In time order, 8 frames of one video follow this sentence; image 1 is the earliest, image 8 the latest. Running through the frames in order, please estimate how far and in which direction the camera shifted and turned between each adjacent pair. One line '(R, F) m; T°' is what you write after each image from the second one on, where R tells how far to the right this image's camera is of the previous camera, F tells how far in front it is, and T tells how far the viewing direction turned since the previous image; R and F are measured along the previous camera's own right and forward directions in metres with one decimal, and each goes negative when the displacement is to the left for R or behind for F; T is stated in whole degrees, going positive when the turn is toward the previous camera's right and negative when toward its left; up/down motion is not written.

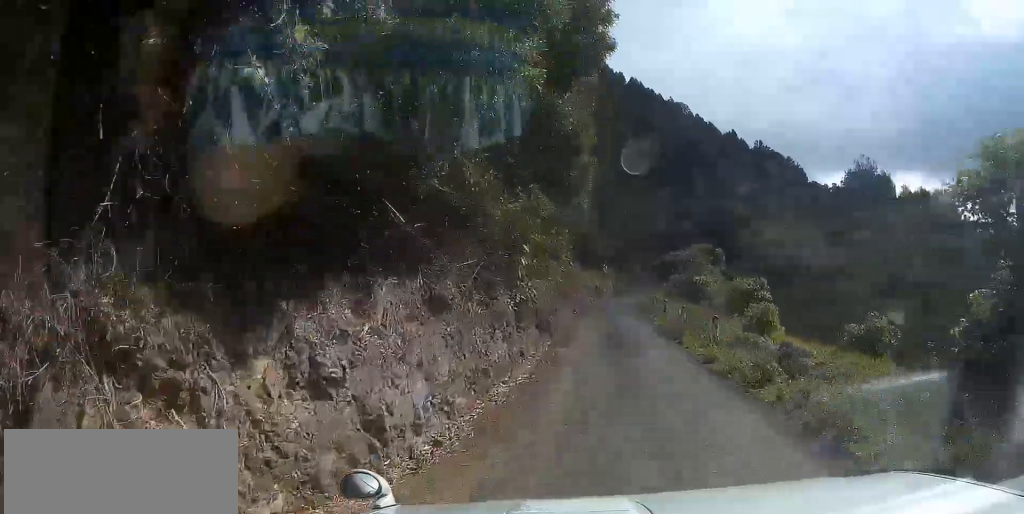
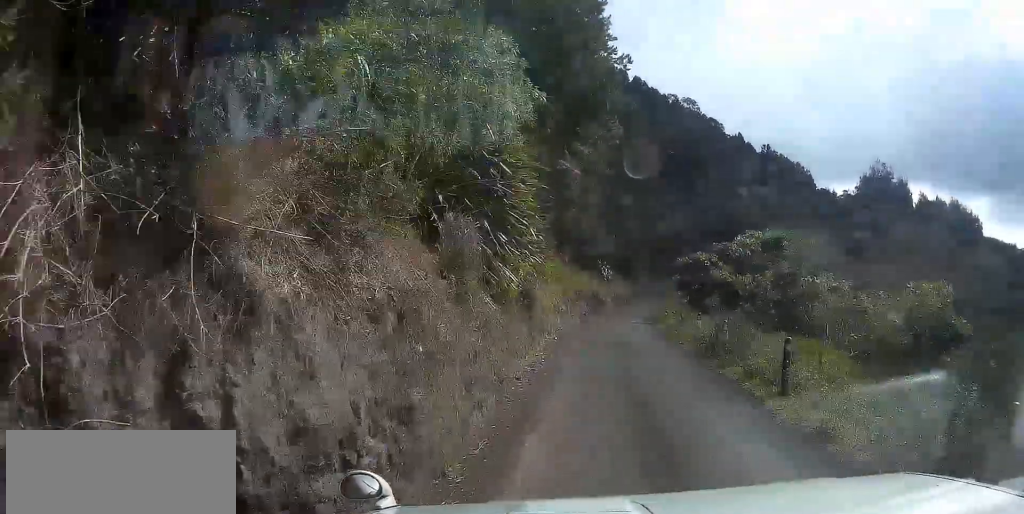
(+0.6, +14.4) m; +3°
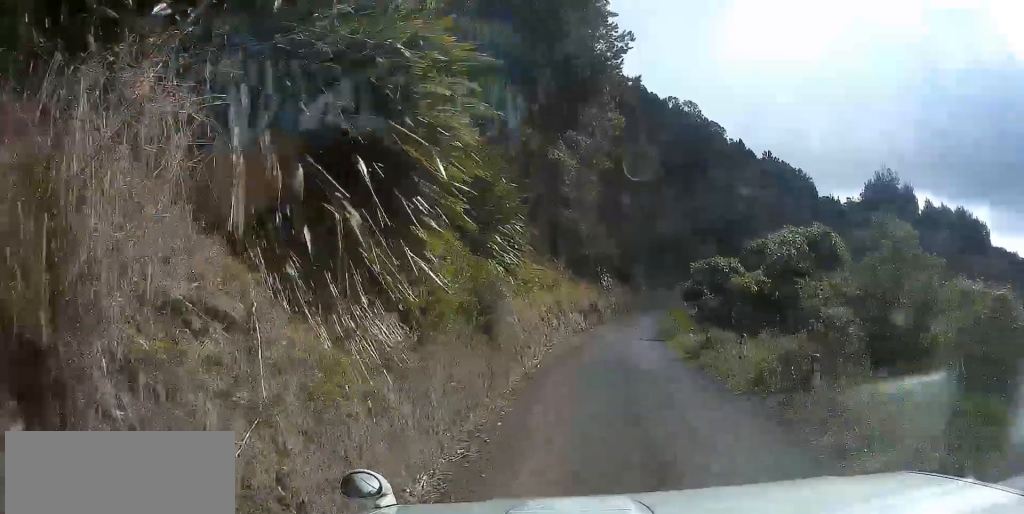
(0.0, +5.9) m; 0°
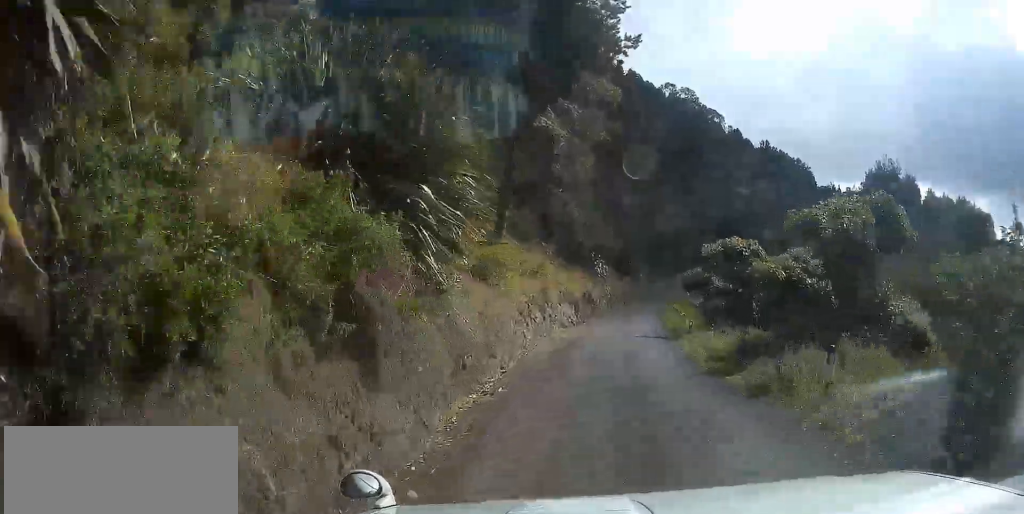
(-0.1, +5.3) m; 0°
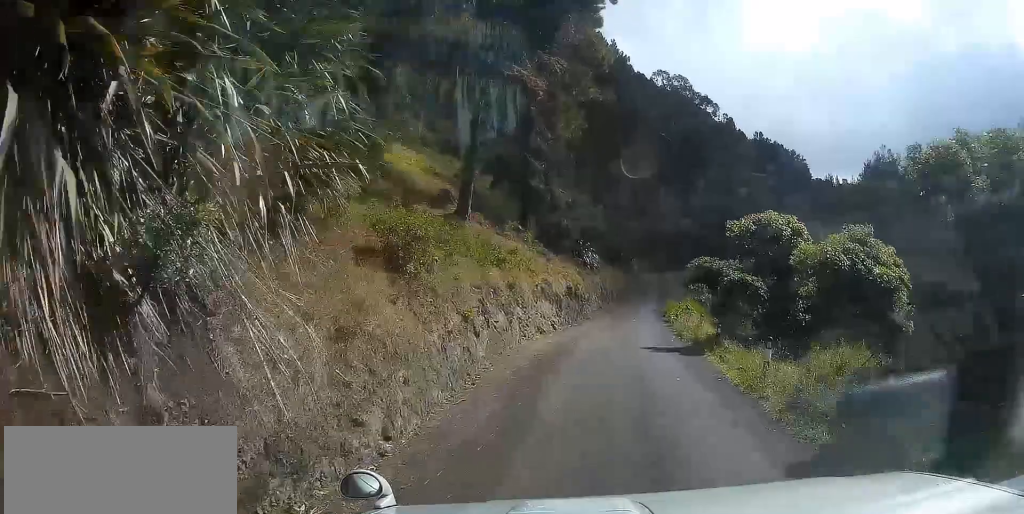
(+0.1, +6.9) m; +1°
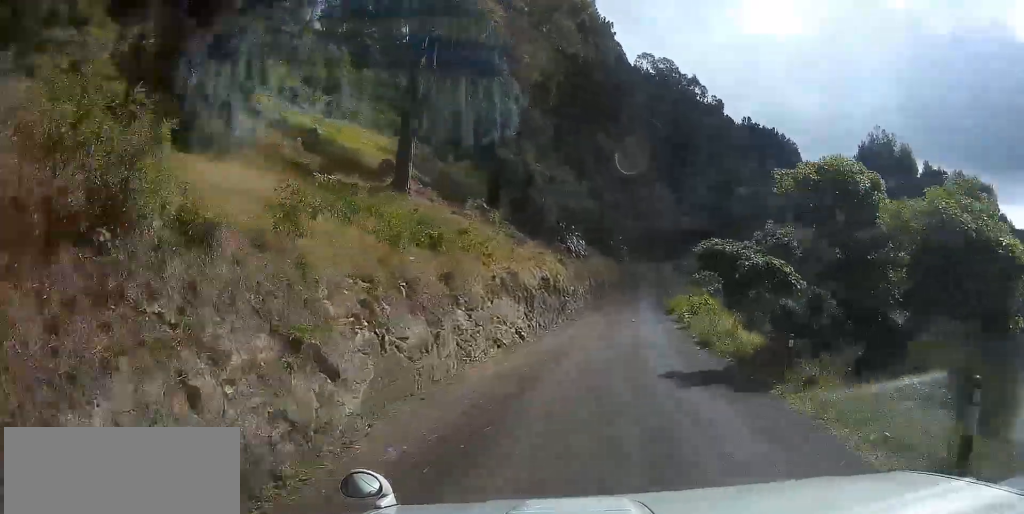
(+0.1, +6.8) m; +1°
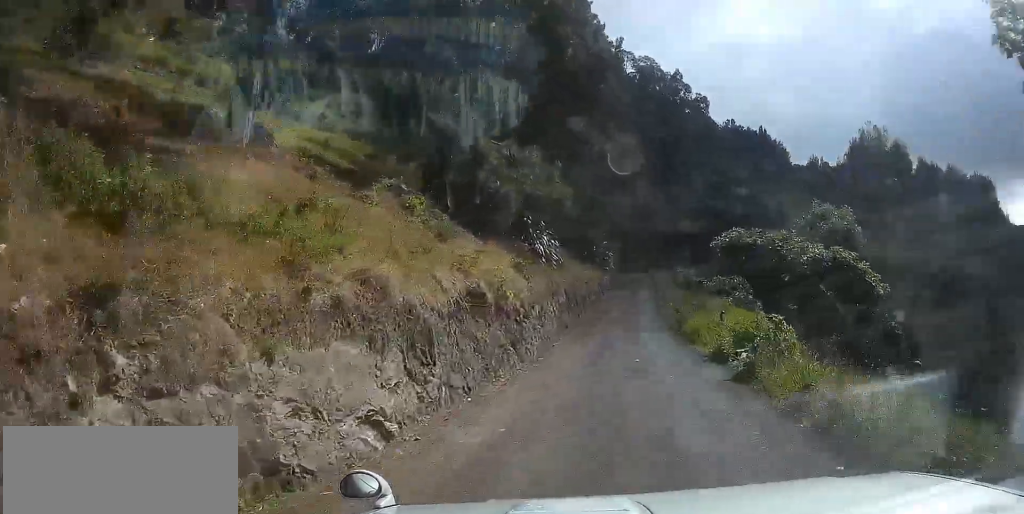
(0.0, +9.4) m; 0°
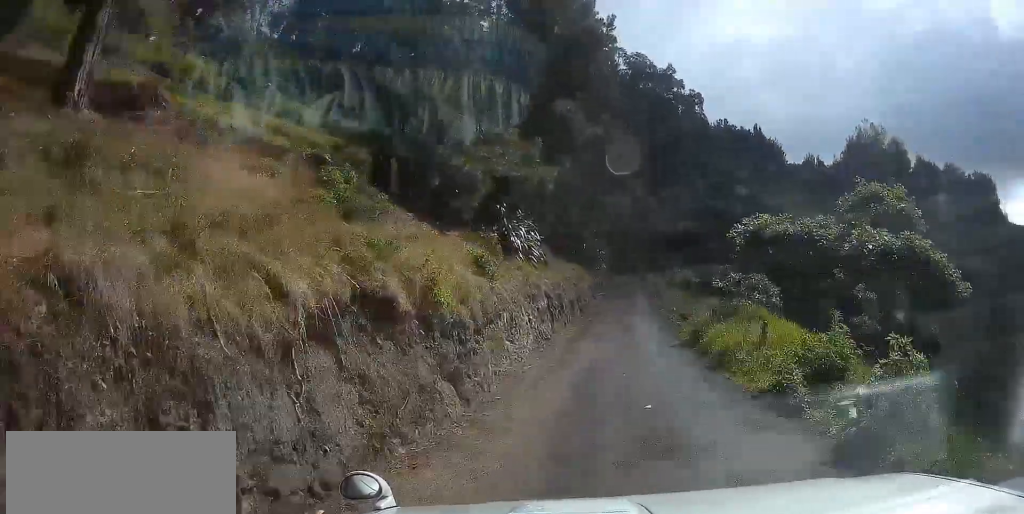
(0.0, +4.4) m; 0°
